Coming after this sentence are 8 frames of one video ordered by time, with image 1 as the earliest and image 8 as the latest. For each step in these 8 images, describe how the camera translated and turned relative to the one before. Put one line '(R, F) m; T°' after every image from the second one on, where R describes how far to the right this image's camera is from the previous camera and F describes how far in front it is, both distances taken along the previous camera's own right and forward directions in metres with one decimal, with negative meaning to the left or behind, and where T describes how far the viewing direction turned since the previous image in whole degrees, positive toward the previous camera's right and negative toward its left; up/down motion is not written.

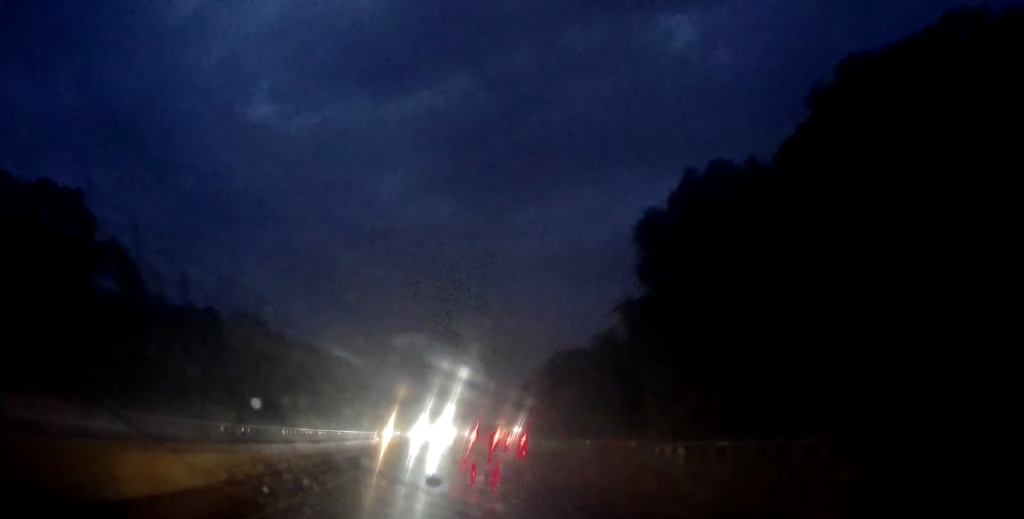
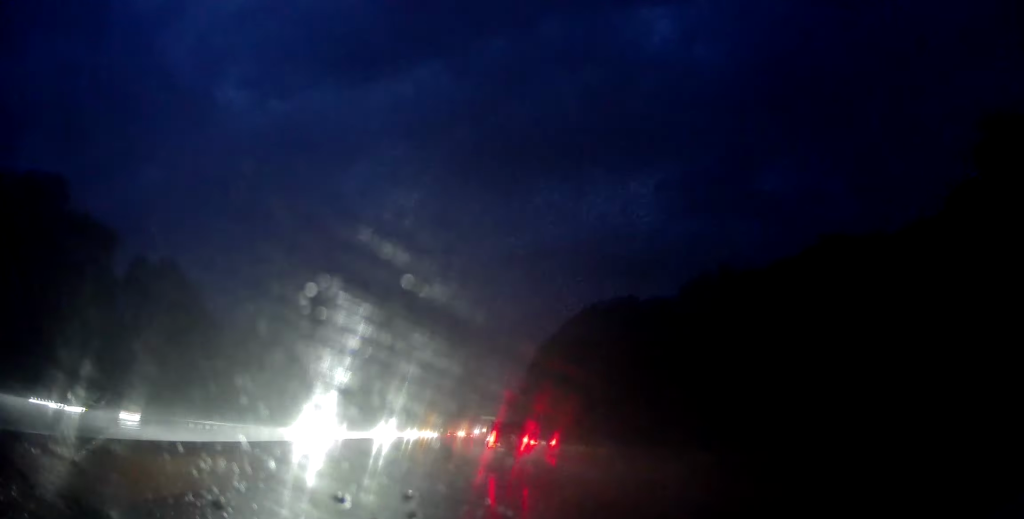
(+2.4, +76.9) m; +3°
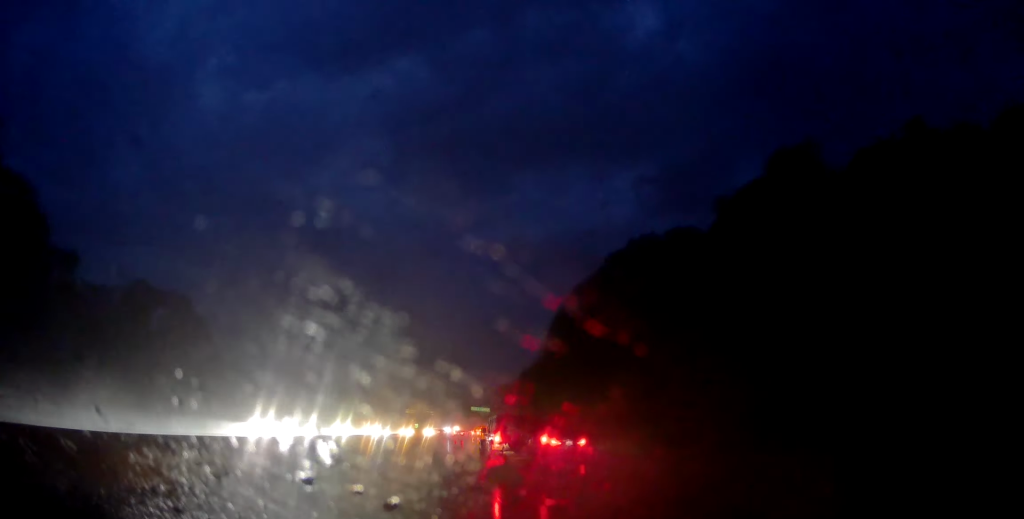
(+0.2, +43.5) m; +2°
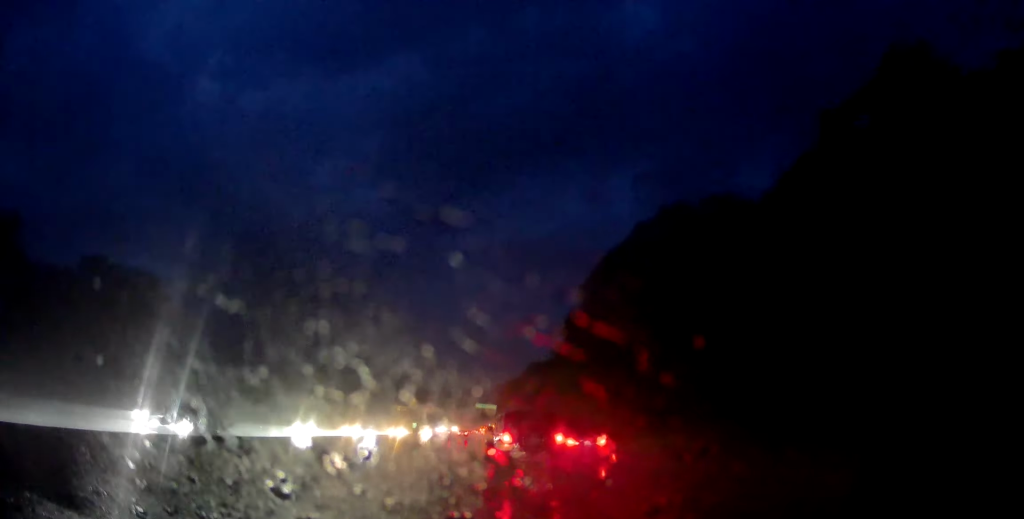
(+0.1, +12.4) m; +1°
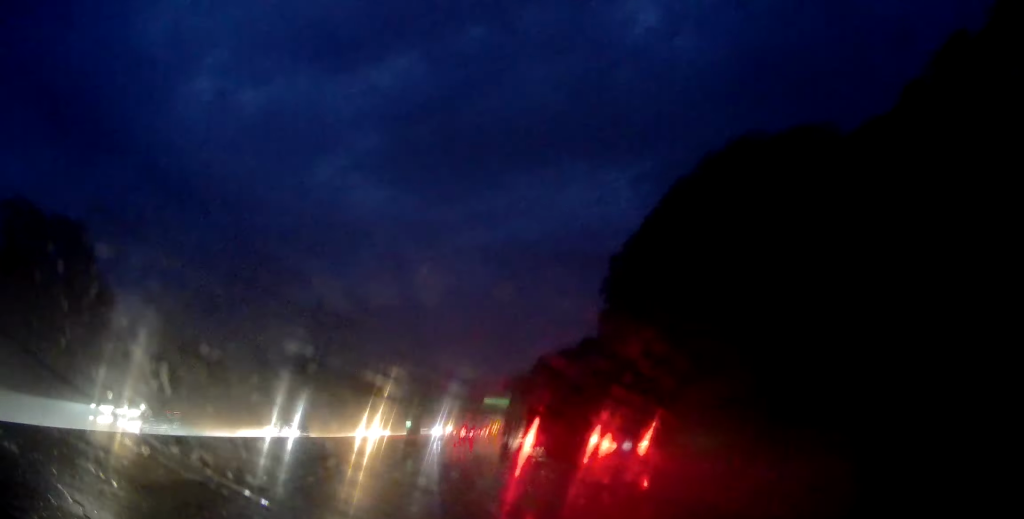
(+0.3, +19.1) m; +1°
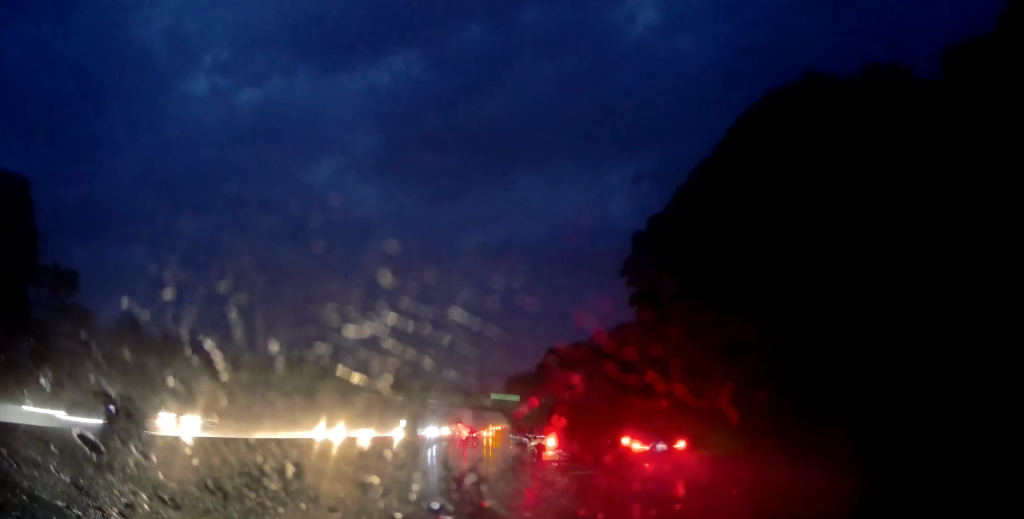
(0.0, +11.5) m; 0°
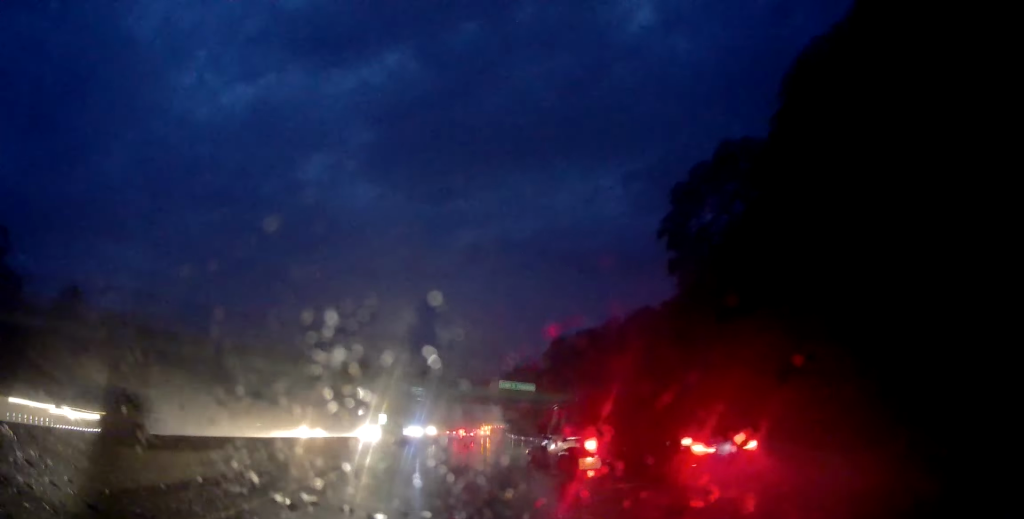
(-0.1, +17.2) m; +1°
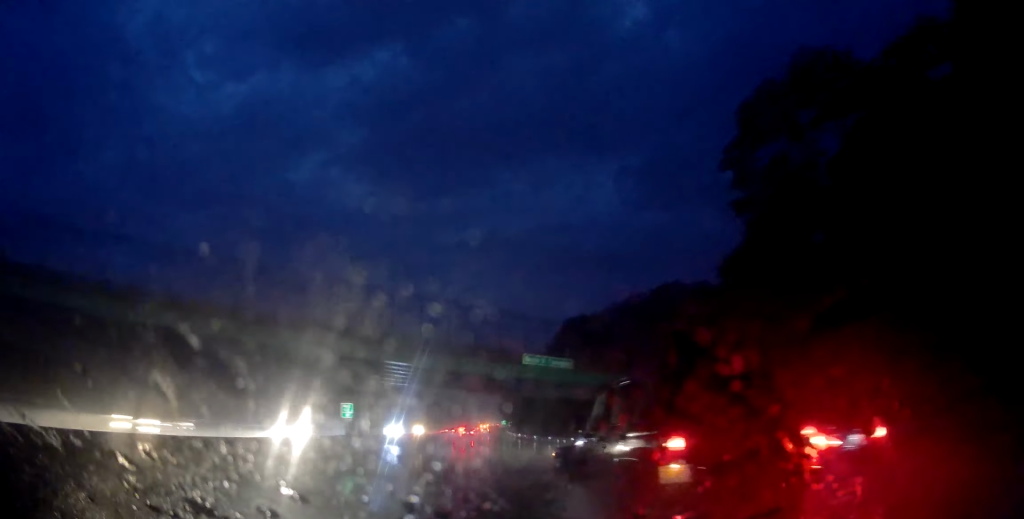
(+0.2, +18.2) m; +1°
